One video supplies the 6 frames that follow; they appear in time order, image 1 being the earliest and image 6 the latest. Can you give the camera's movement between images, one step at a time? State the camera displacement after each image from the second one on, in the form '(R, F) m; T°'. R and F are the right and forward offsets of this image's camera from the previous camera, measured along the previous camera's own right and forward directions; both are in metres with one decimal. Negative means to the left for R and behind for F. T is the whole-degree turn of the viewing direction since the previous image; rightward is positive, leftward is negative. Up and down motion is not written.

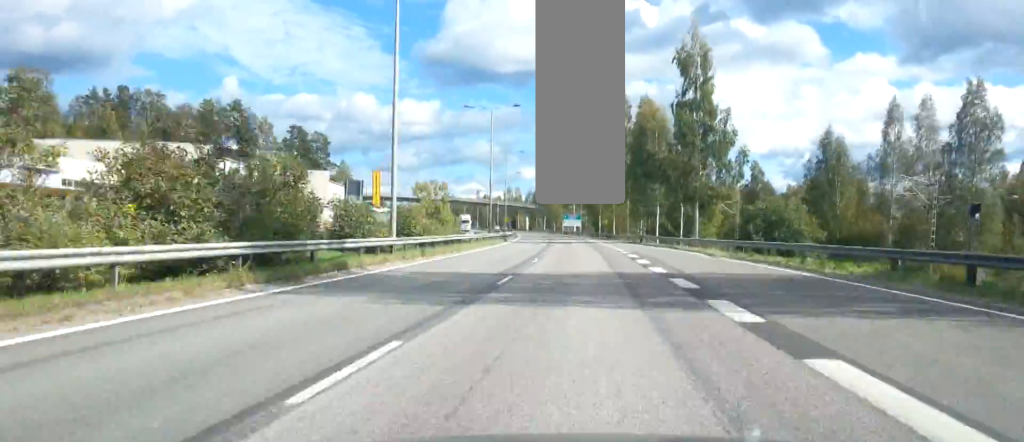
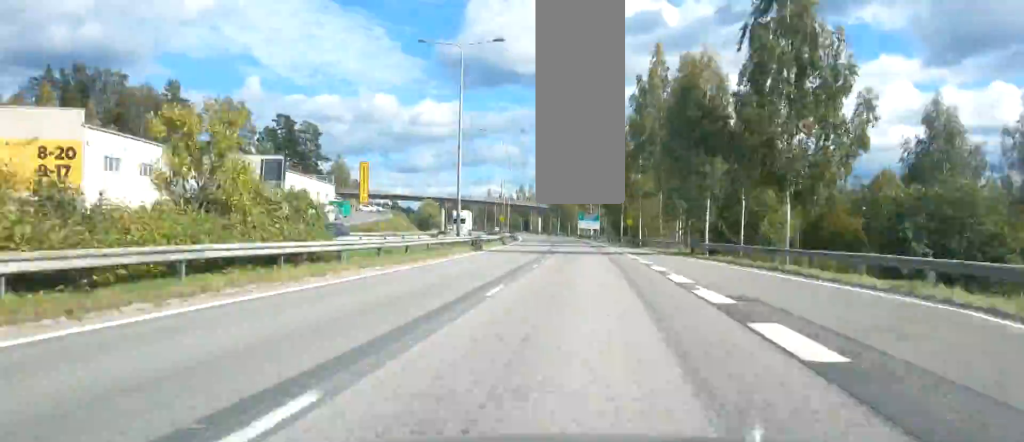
(-0.2, +26.0) m; -1°
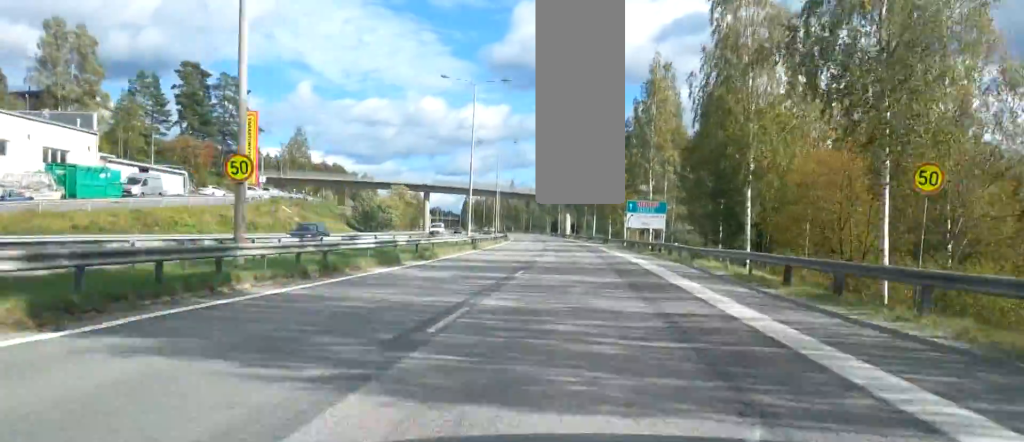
(-1.8, +73.7) m; -3°
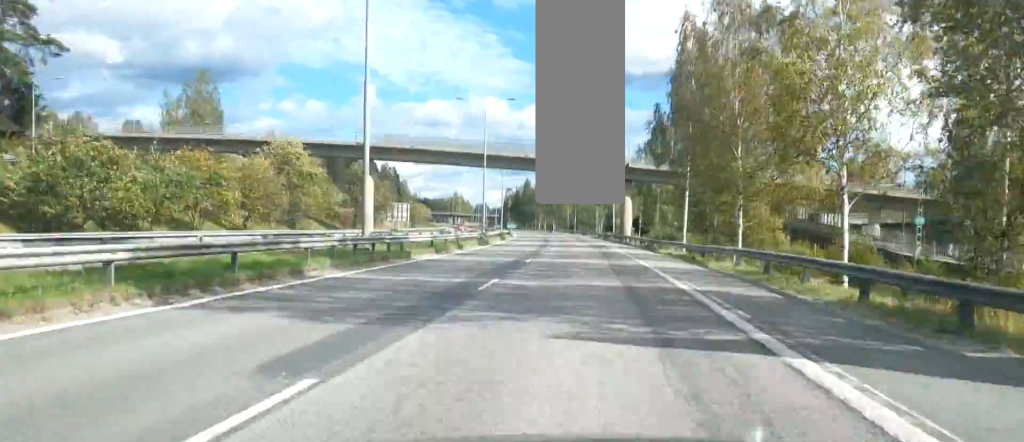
(-2.2, +77.0) m; -4°
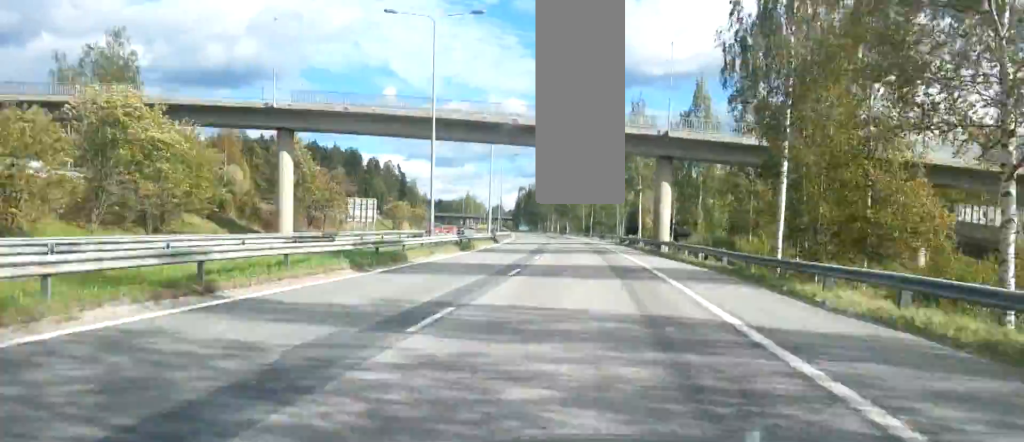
(-0.4, +30.0) m; -1°
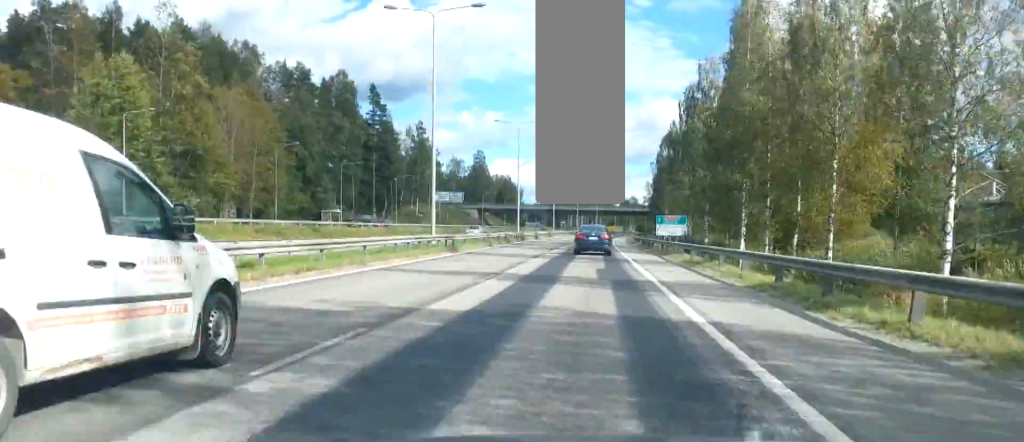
(-19.4, +216.6) m; -9°
